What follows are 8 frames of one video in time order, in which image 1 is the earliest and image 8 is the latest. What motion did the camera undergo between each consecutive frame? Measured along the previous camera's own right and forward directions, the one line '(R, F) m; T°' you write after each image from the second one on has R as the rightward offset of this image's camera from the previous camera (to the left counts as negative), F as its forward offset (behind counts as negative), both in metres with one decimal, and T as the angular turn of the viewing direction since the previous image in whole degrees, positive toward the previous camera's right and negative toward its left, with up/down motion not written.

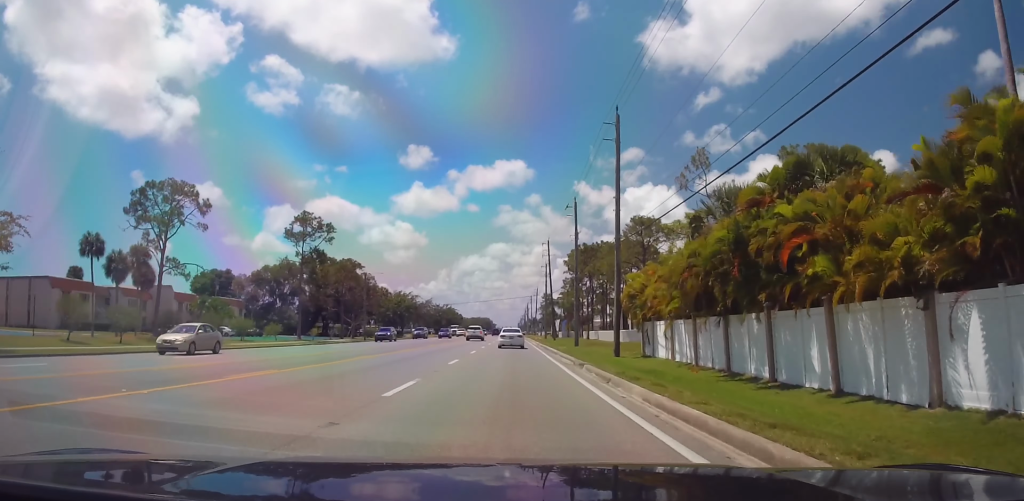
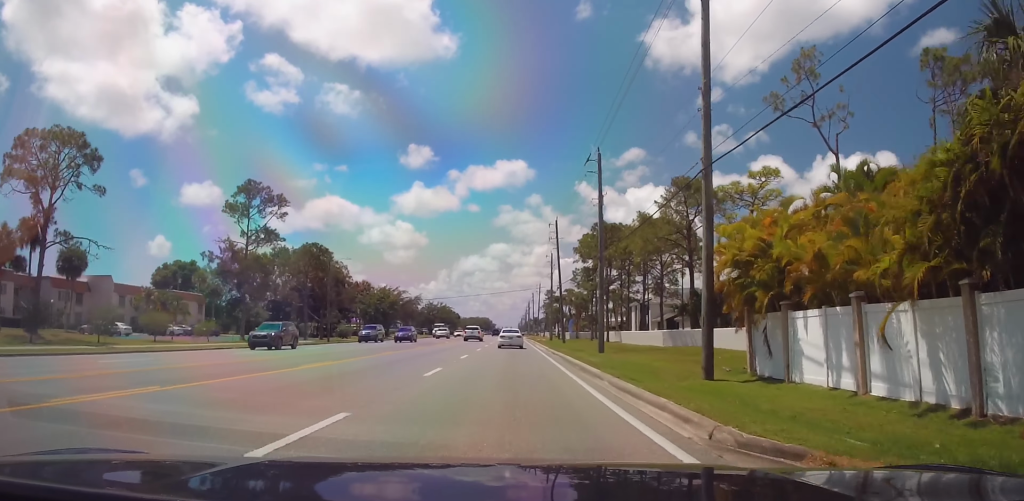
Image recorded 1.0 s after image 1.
(0.0, +17.1) m; -1°
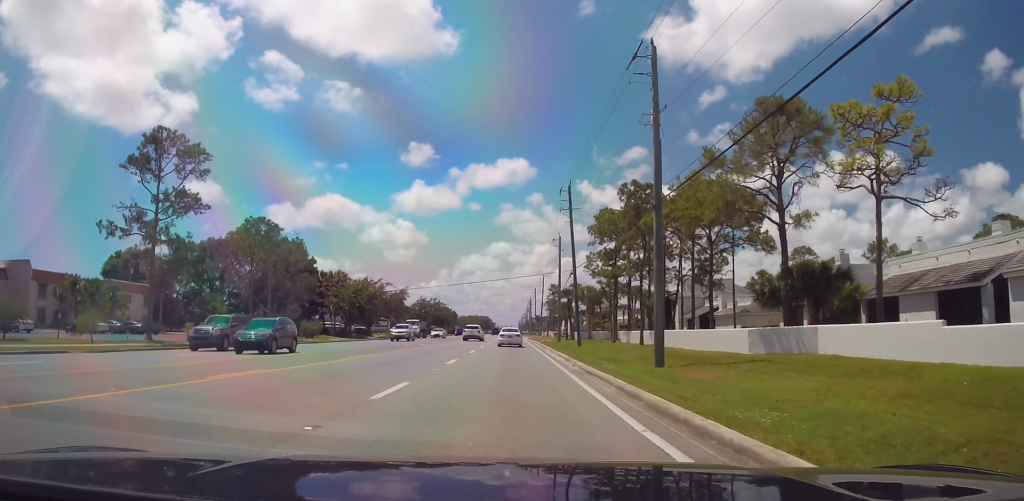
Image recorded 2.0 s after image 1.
(-0.2, +16.8) m; -1°
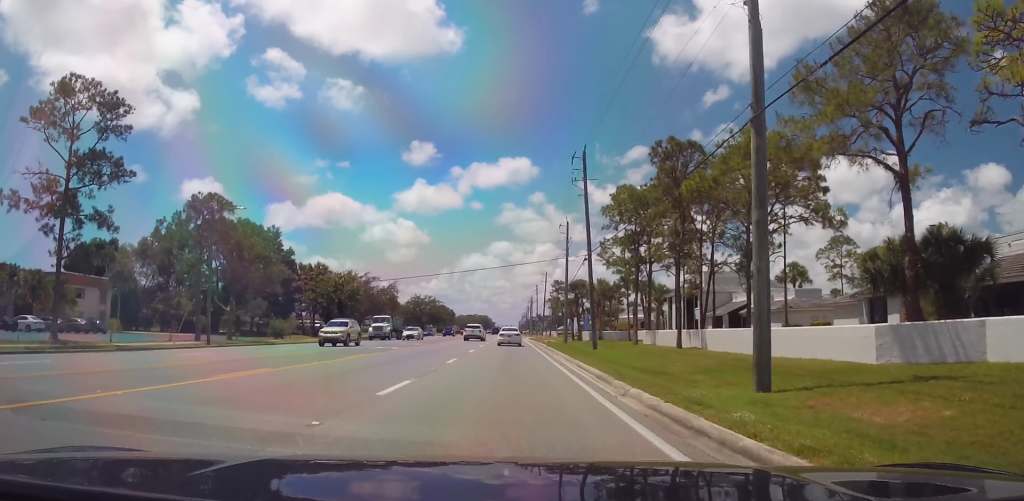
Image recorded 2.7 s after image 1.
(-0.2, +10.8) m; 0°
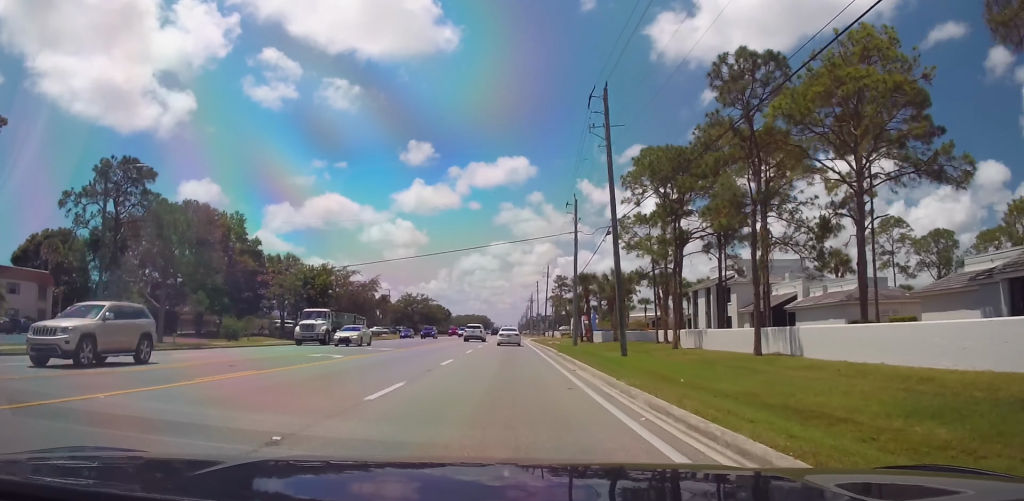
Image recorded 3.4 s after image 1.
(+0.3, +12.0) m; +1°
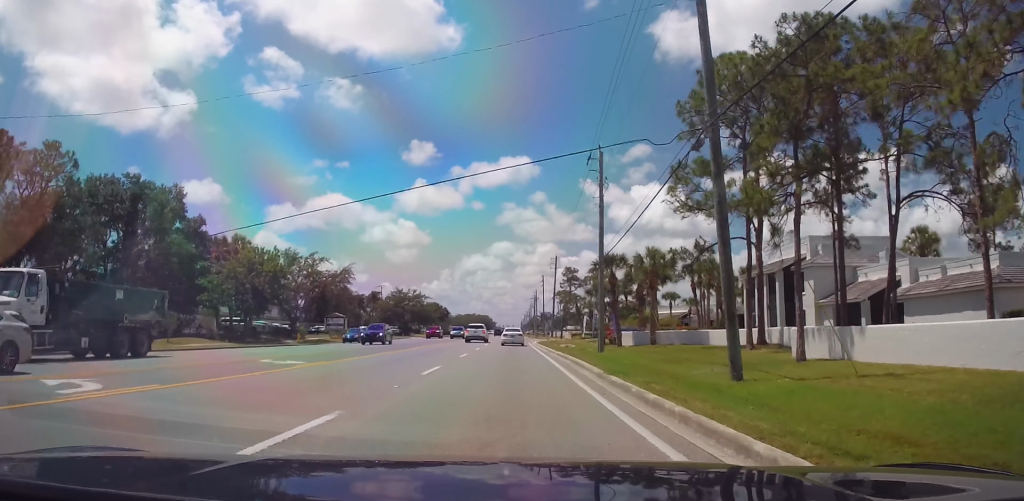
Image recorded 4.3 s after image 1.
(+0.1, +16.1) m; 0°
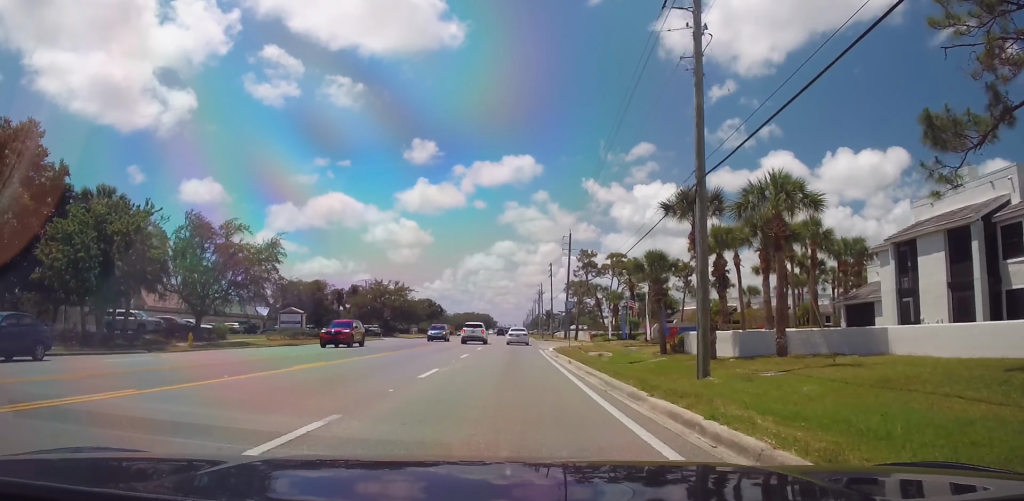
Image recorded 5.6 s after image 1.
(-0.1, +23.3) m; -1°
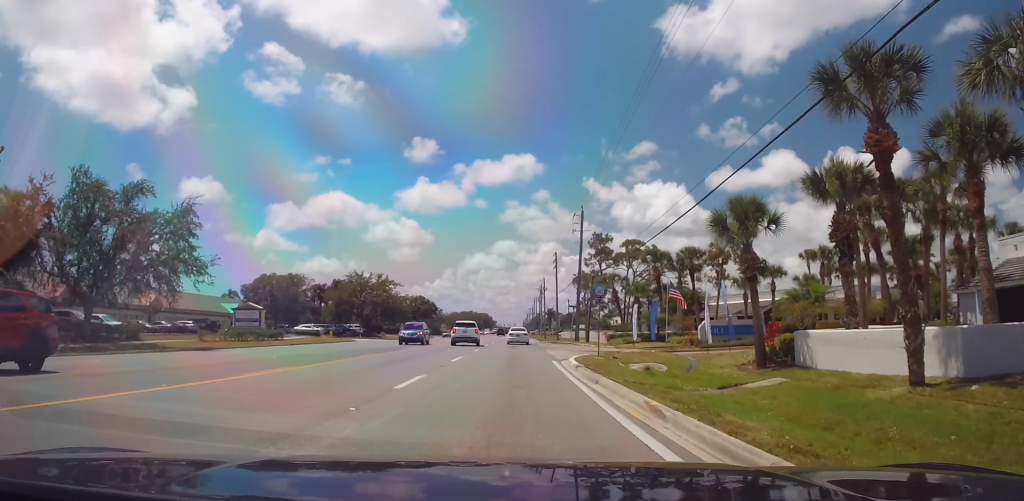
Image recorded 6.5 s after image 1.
(-0.4, +14.6) m; 0°
